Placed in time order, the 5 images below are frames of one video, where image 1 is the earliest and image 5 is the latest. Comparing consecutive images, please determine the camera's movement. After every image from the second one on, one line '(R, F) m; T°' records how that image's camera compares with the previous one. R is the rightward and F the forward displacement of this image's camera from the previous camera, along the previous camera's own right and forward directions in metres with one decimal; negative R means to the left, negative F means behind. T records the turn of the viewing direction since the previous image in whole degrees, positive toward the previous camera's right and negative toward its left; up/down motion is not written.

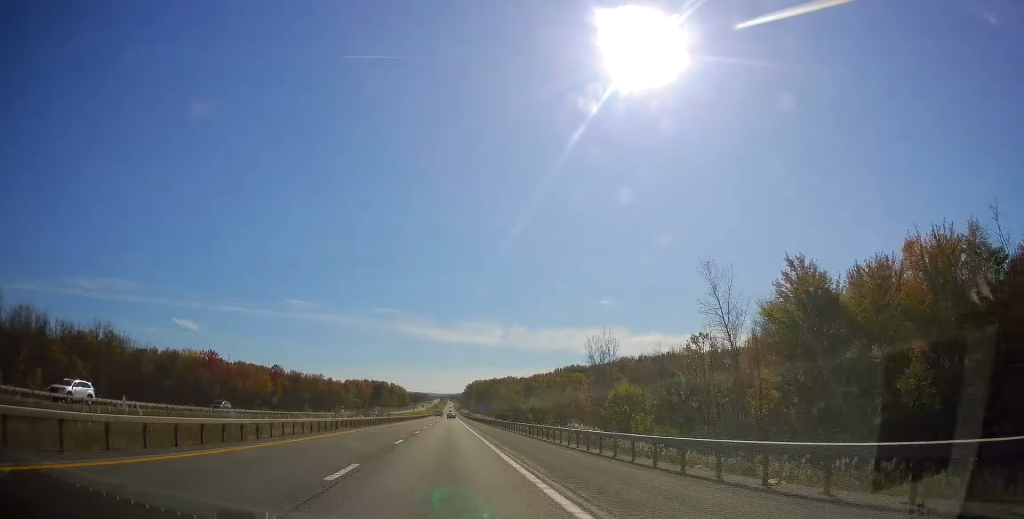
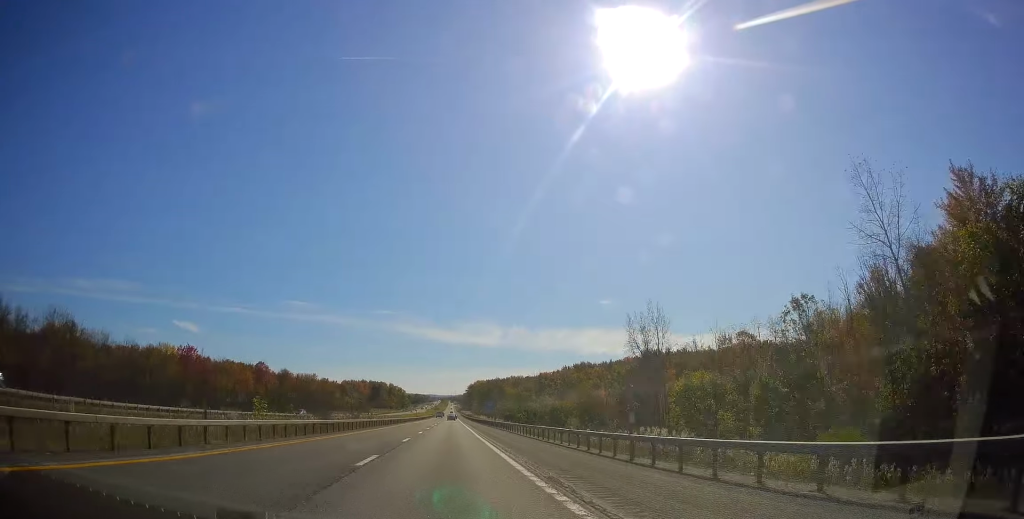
(-0.1, +22.0) m; 0°
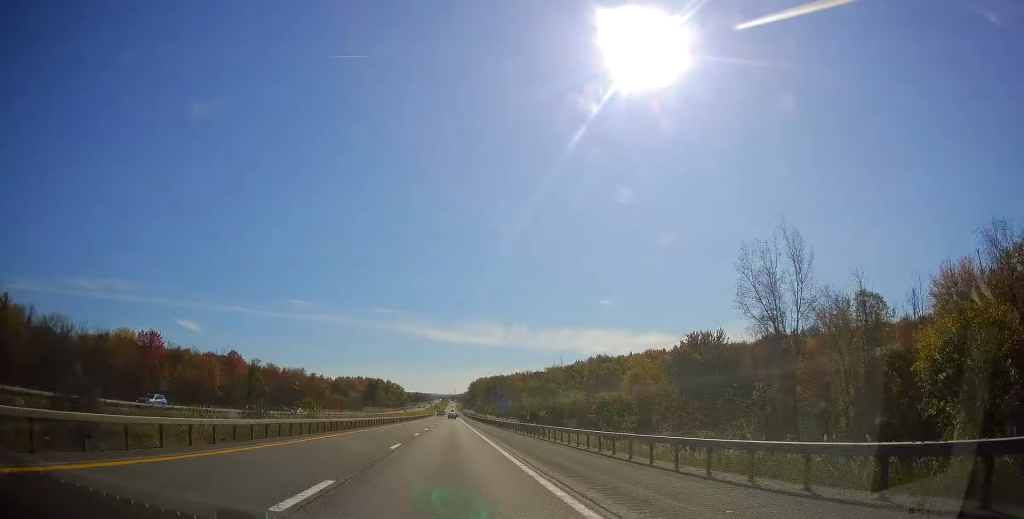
(-0.1, +30.9) m; 0°
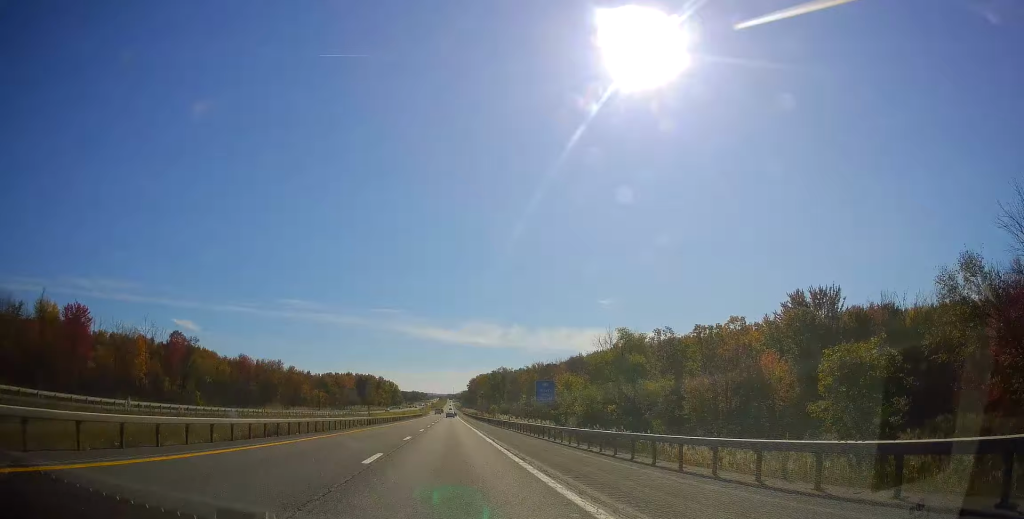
(-0.1, +42.8) m; 0°
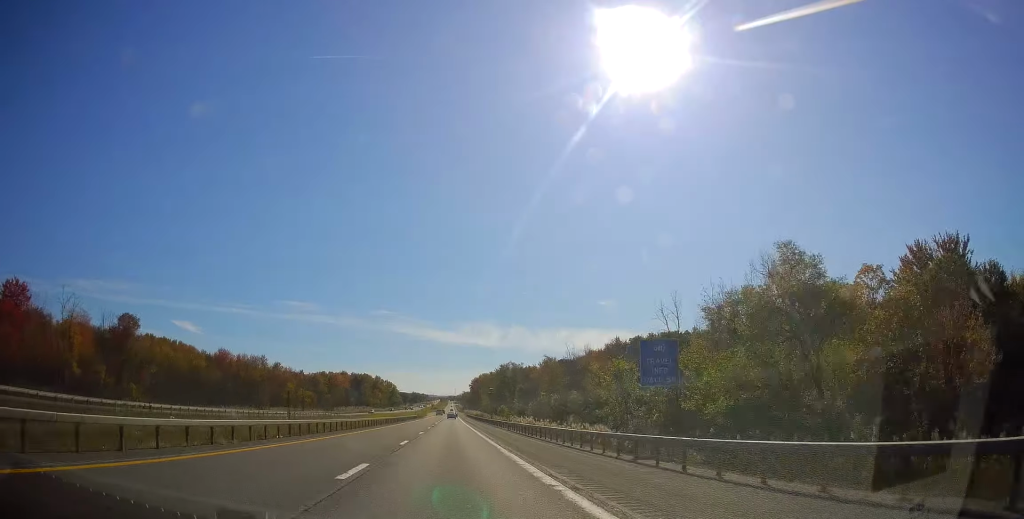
(0.0, +27.6) m; 0°
